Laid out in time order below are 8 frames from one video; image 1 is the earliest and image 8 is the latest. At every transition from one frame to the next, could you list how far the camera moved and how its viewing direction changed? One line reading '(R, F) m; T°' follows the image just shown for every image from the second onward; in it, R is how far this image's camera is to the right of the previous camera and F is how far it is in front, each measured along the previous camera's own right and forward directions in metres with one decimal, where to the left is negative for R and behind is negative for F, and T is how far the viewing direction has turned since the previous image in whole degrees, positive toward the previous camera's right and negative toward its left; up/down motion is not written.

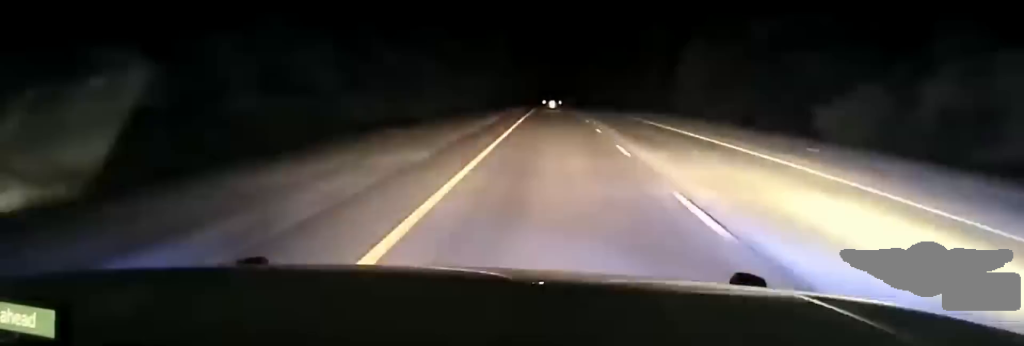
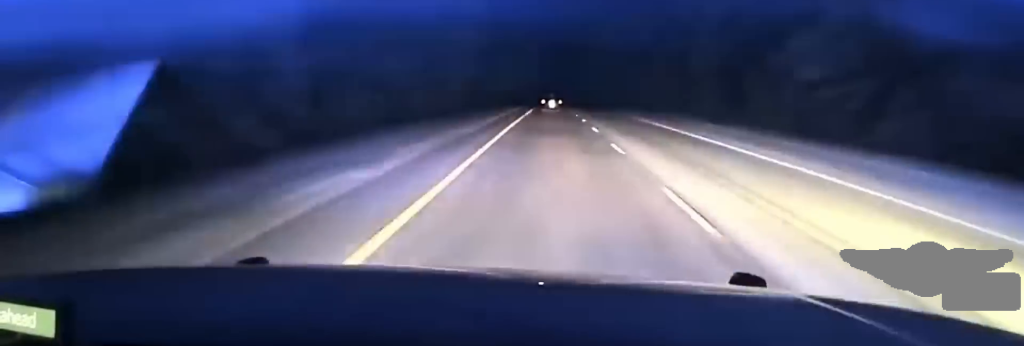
(+0.1, +37.5) m; 0°
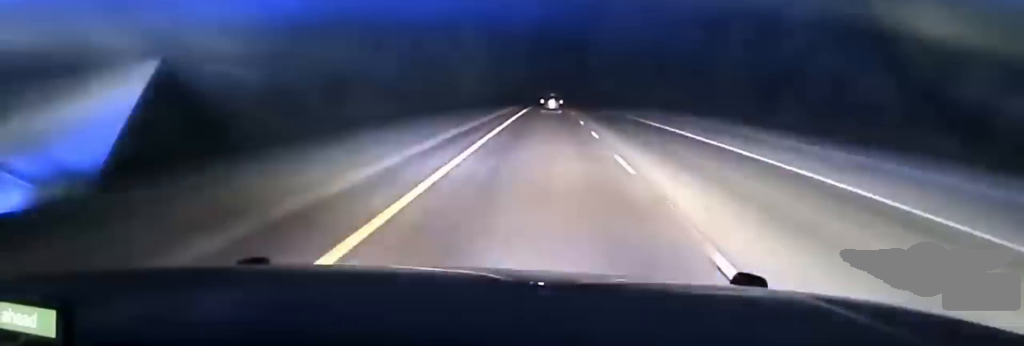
(-0.4, +79.4) m; 0°
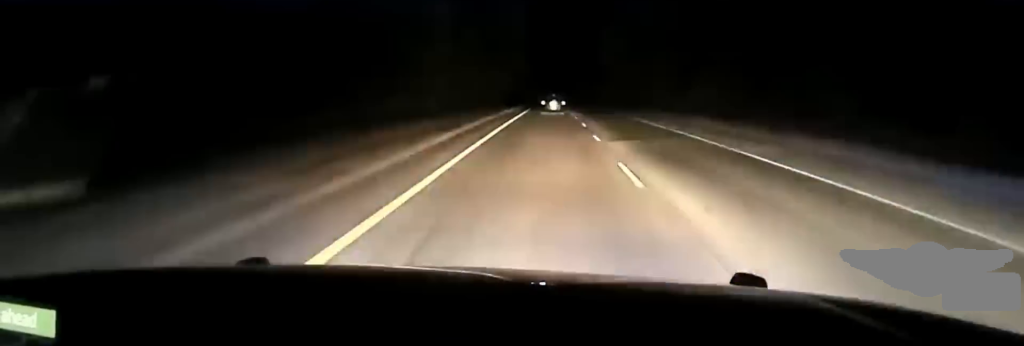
(0.0, +27.6) m; 0°
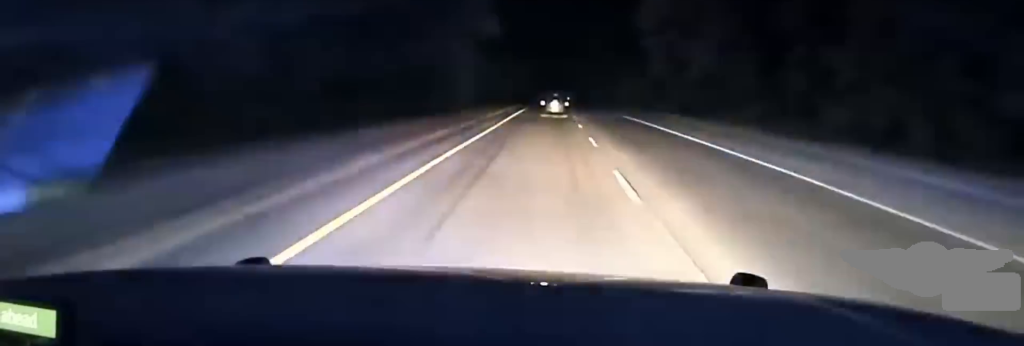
(+0.1, +73.5) m; 0°
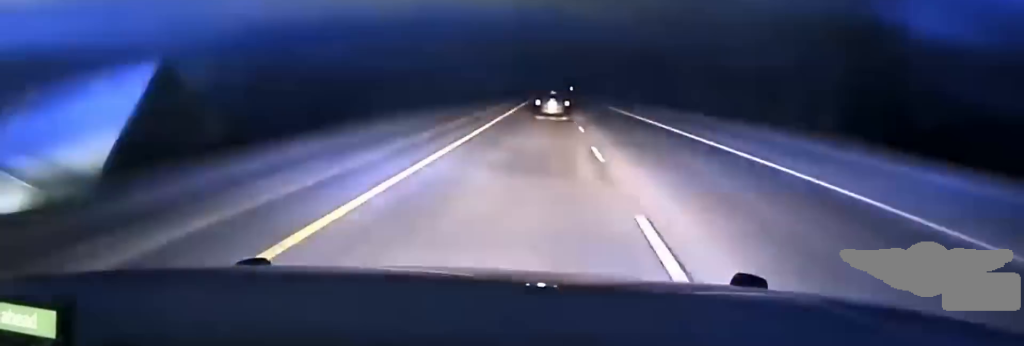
(-0.2, +78.4) m; 0°
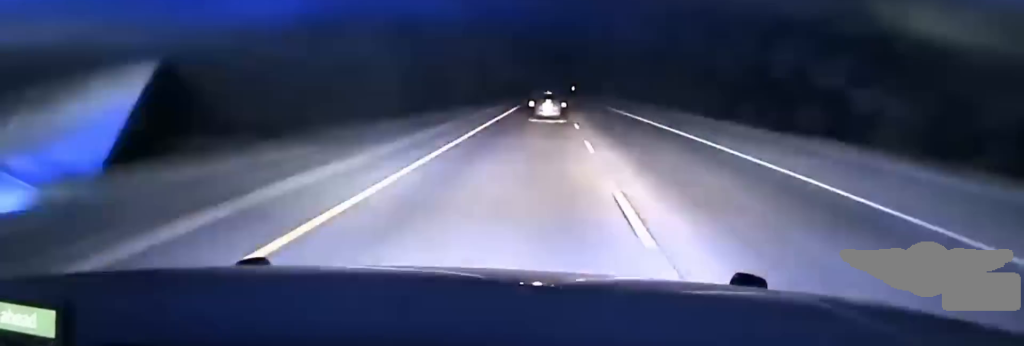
(-0.1, +42.3) m; 0°
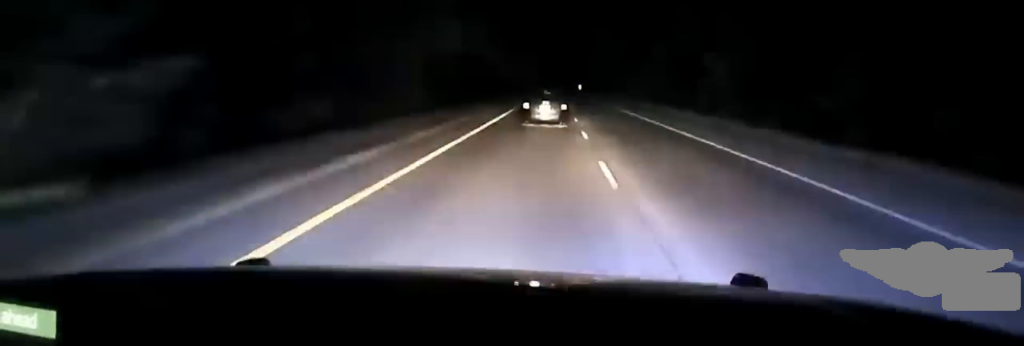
(+0.2, +67.8) m; 0°
